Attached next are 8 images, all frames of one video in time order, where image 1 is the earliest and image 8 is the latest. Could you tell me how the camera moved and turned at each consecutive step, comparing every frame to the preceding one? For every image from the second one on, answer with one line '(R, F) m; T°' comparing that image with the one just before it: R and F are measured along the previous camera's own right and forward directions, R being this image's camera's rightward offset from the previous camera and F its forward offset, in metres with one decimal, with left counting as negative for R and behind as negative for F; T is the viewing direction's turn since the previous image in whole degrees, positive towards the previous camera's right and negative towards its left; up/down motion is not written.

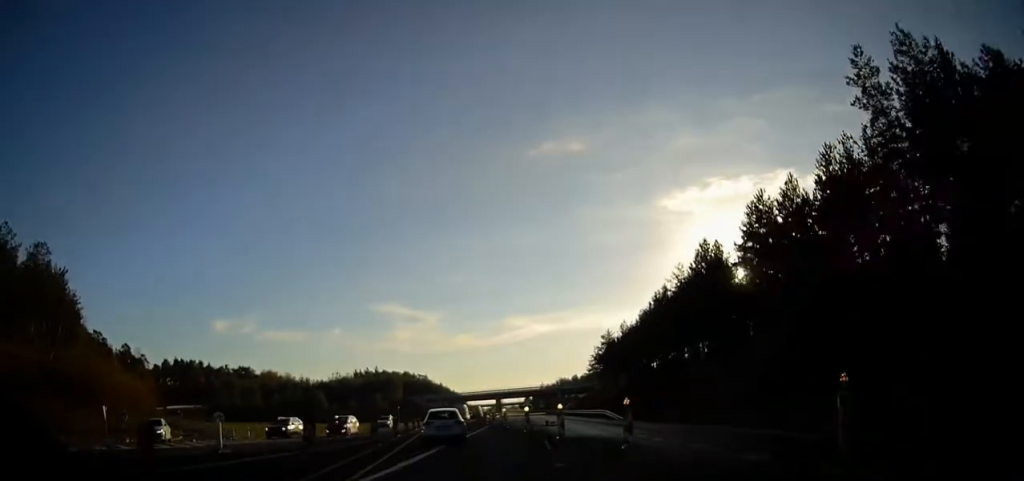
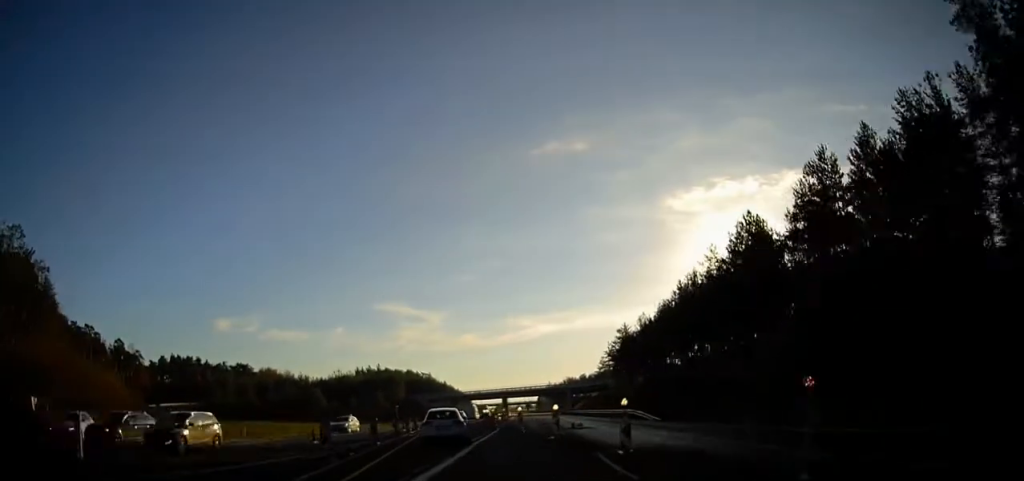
(-0.1, +9.3) m; -1°
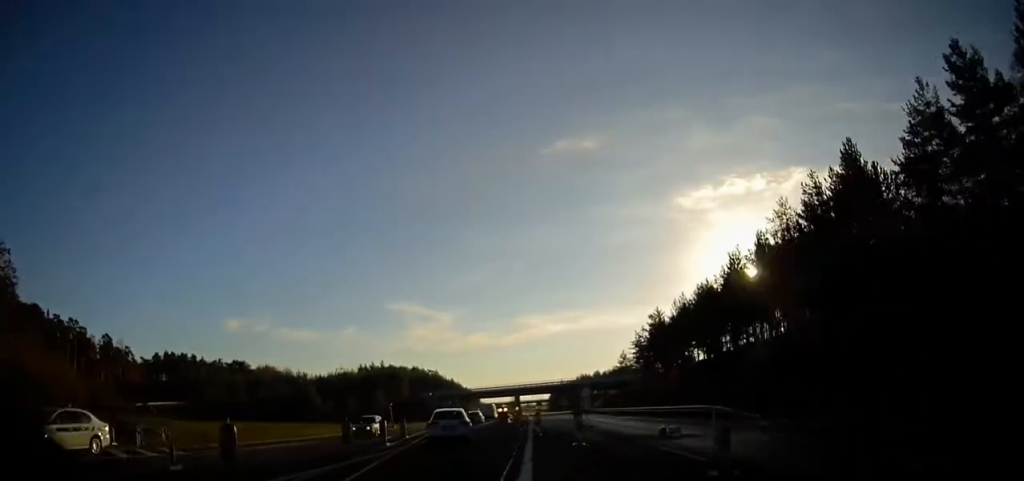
(-0.2, +16.0) m; -1°
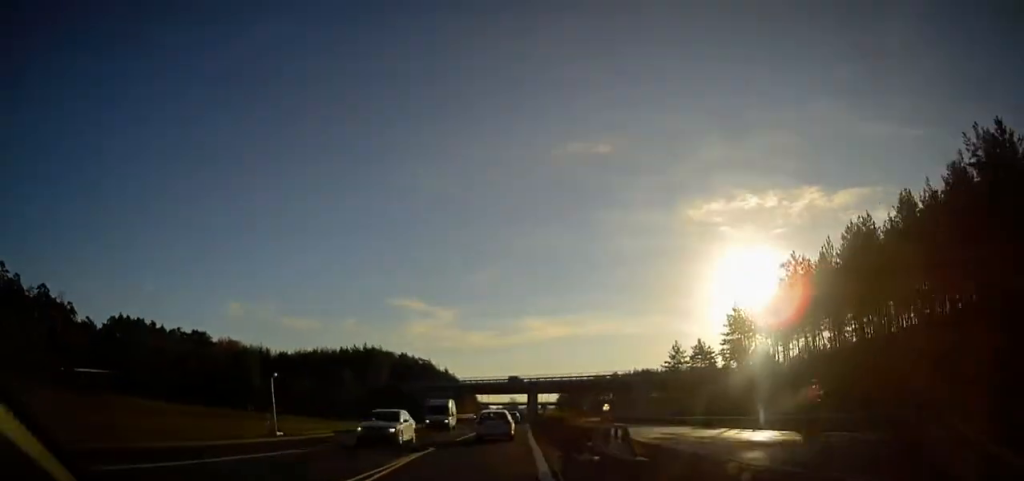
(-0.3, +46.2) m; +1°
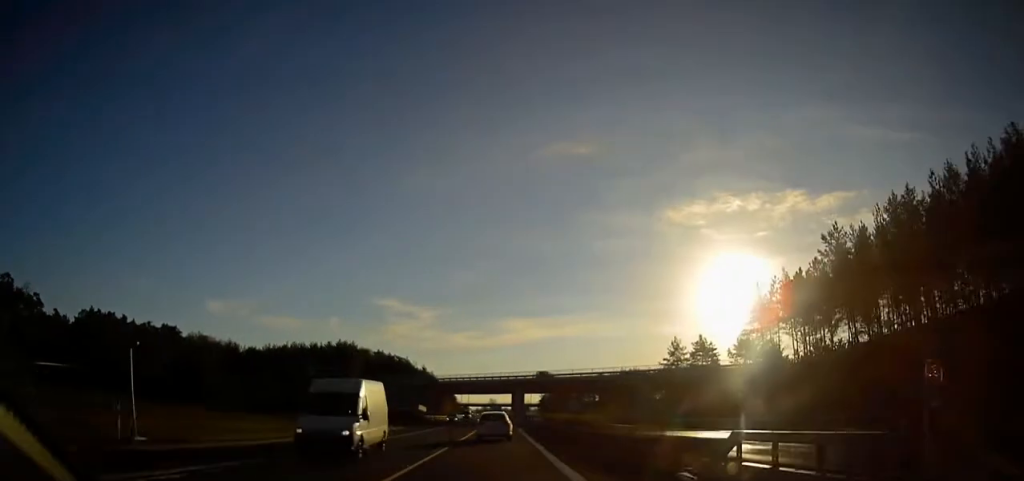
(+0.4, +12.1) m; +2°
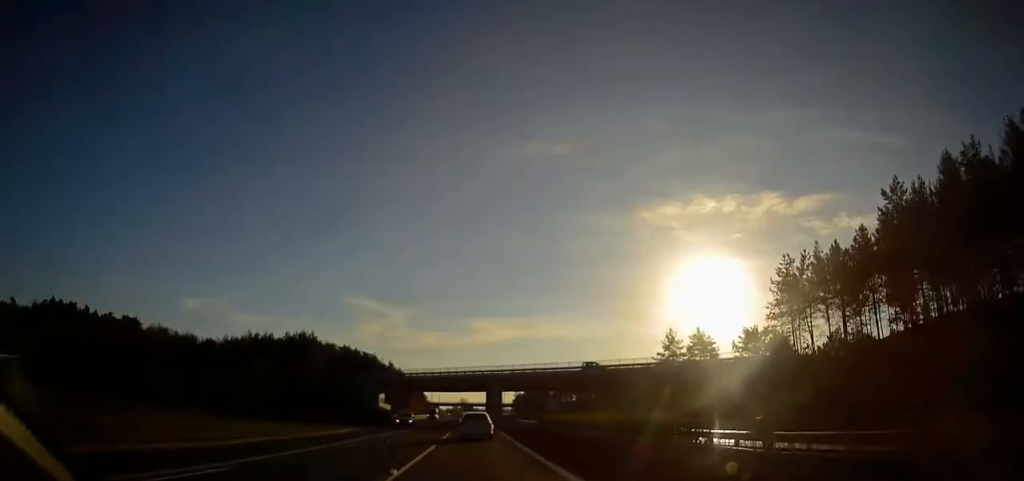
(+0.3, +13.5) m; +2°
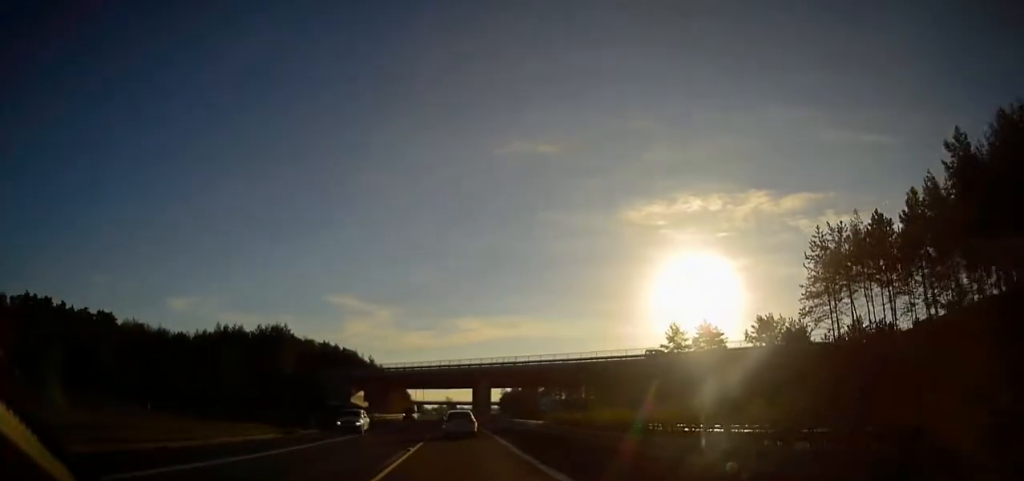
(+0.2, +9.9) m; +1°
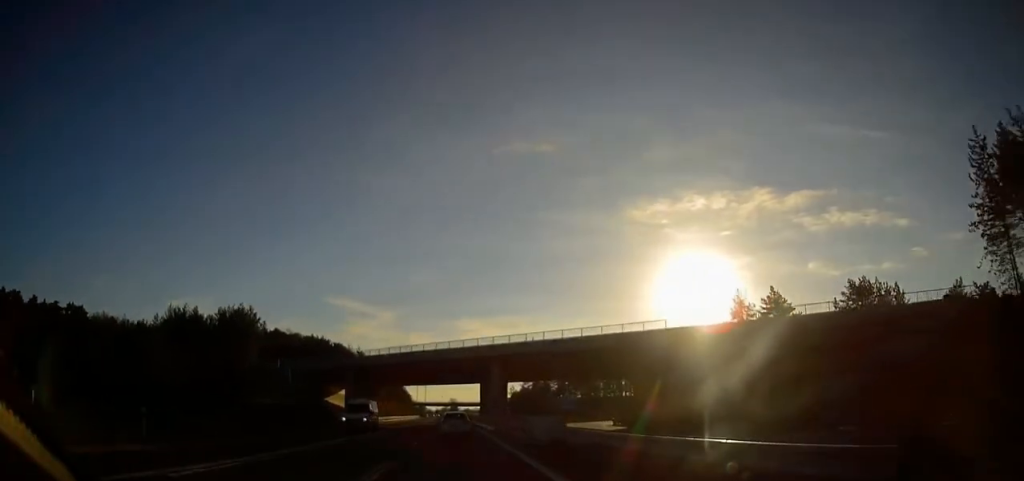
(0.0, +23.4) m; 0°
